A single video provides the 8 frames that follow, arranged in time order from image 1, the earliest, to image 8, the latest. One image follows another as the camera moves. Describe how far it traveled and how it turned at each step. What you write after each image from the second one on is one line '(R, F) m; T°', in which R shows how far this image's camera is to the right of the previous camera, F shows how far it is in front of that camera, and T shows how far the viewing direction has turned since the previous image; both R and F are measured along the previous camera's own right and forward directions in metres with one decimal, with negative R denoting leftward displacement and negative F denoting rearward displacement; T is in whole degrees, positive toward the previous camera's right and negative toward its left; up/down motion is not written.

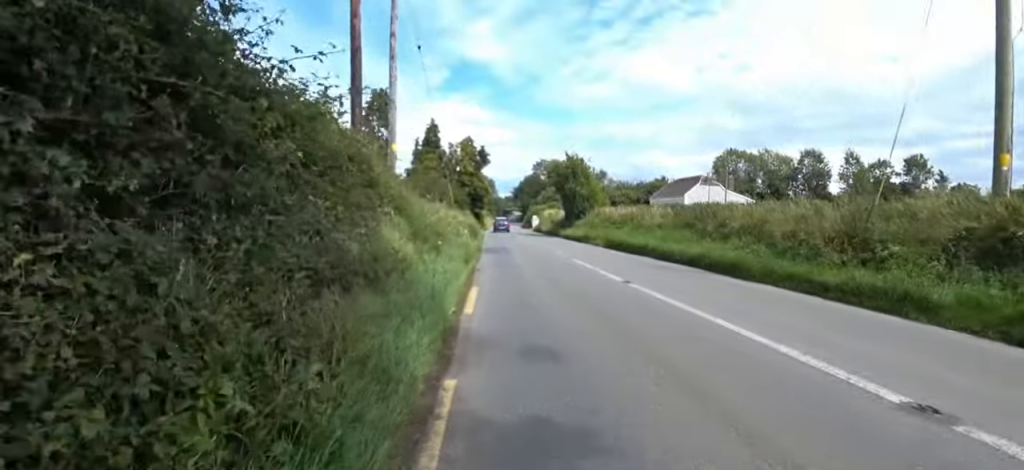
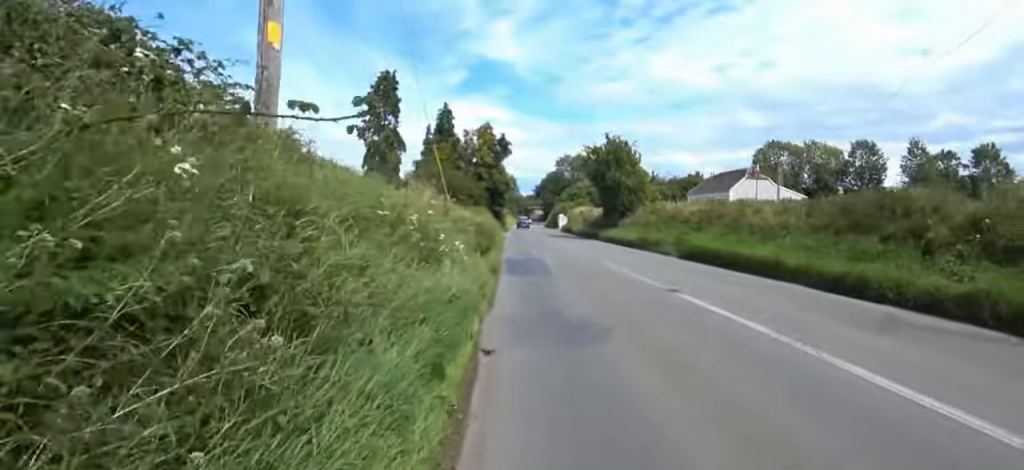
(-0.6, +7.9) m; 0°
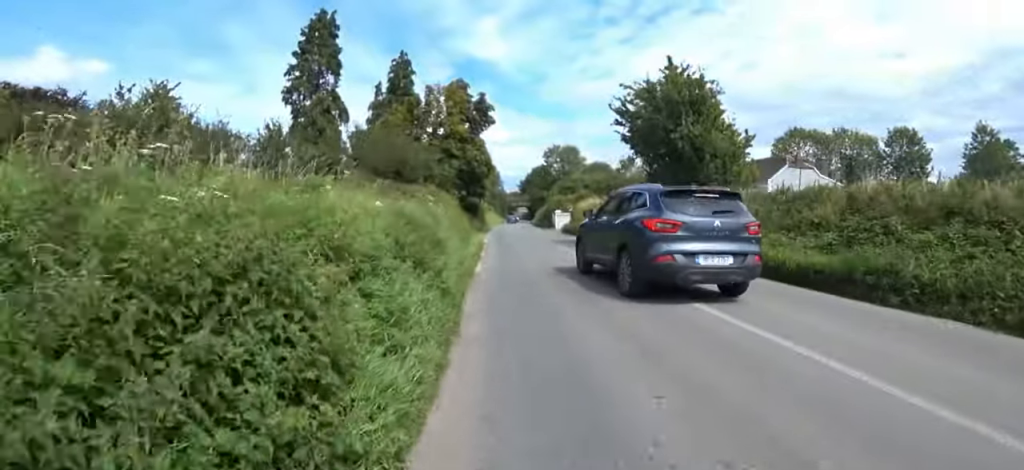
(+2.0, +14.0) m; +7°
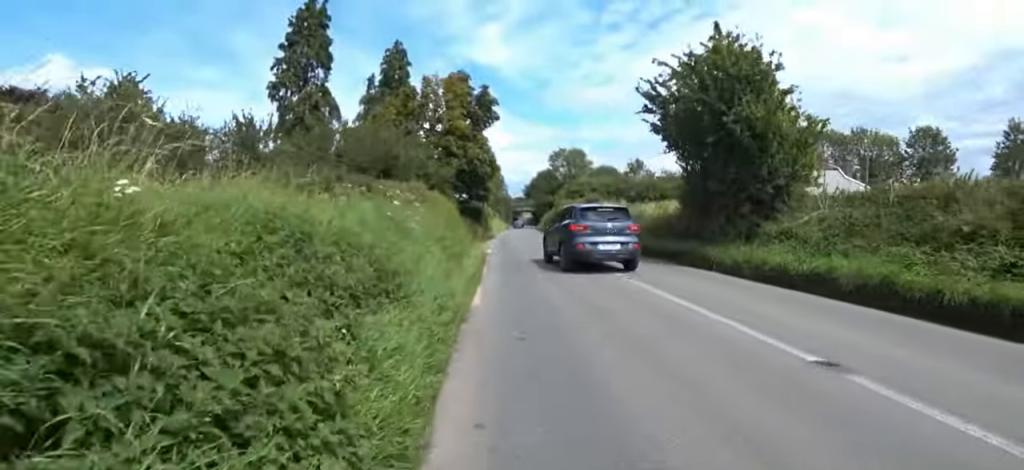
(-0.2, +3.3) m; 0°
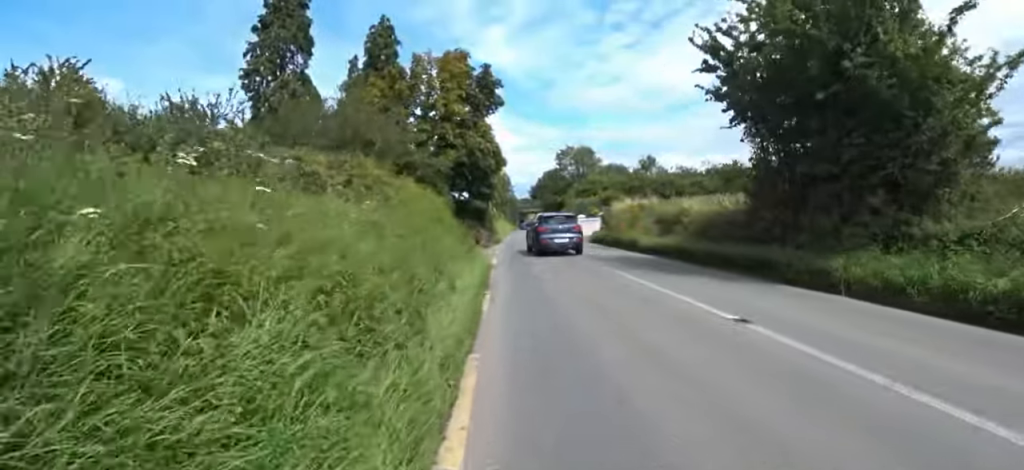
(-0.2, +4.4) m; +1°
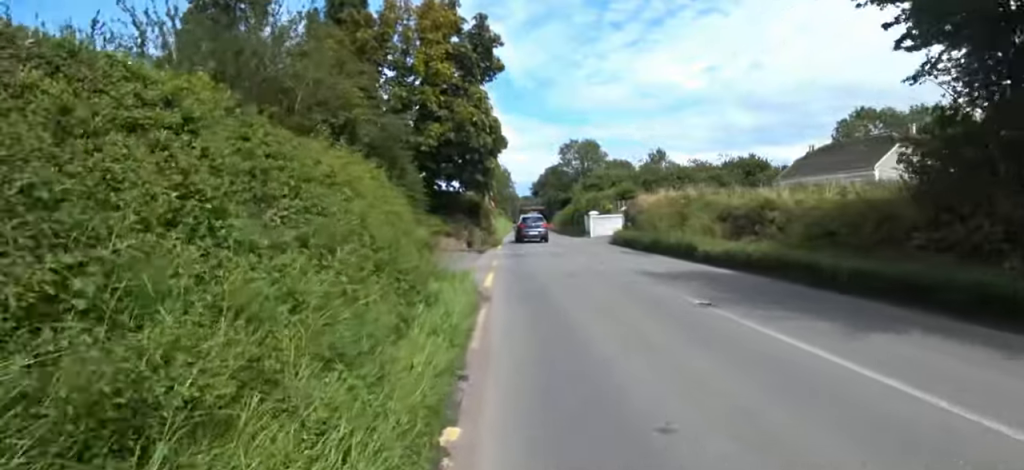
(+0.3, +5.9) m; +3°
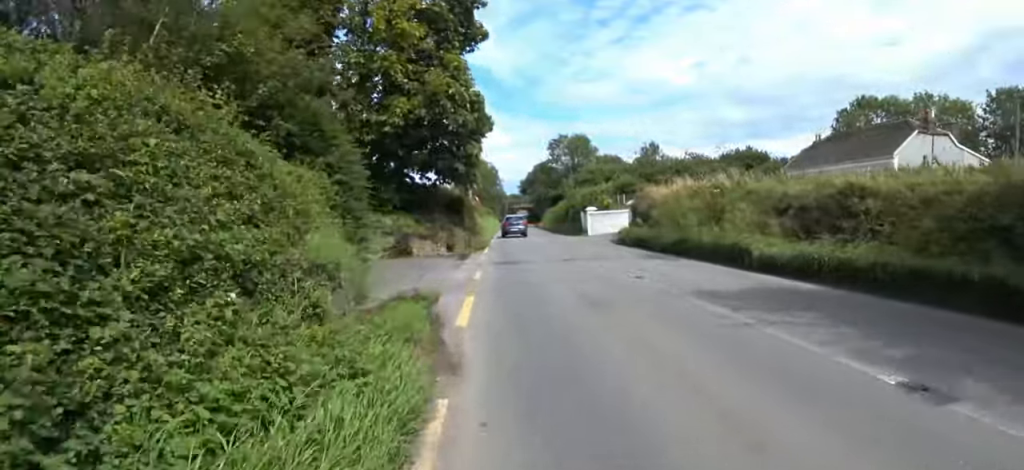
(0.0, +3.6) m; 0°
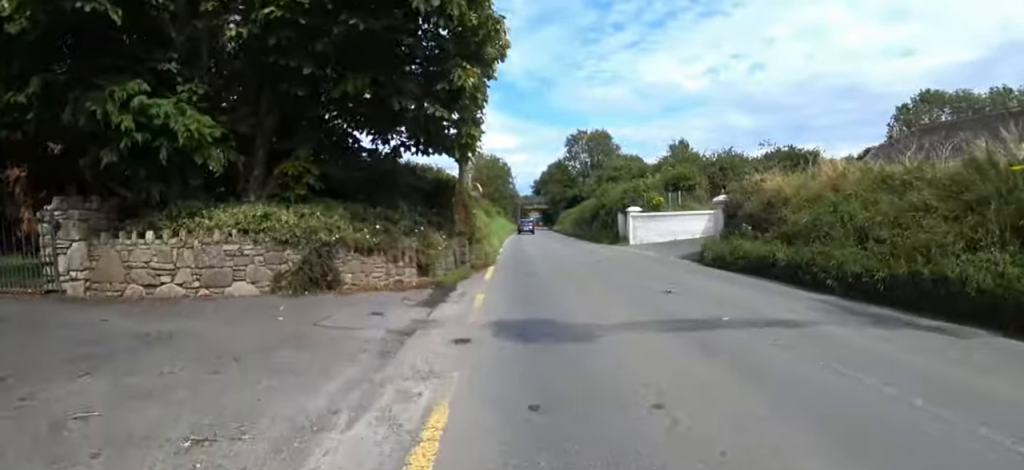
(0.0, +7.9) m; 0°
